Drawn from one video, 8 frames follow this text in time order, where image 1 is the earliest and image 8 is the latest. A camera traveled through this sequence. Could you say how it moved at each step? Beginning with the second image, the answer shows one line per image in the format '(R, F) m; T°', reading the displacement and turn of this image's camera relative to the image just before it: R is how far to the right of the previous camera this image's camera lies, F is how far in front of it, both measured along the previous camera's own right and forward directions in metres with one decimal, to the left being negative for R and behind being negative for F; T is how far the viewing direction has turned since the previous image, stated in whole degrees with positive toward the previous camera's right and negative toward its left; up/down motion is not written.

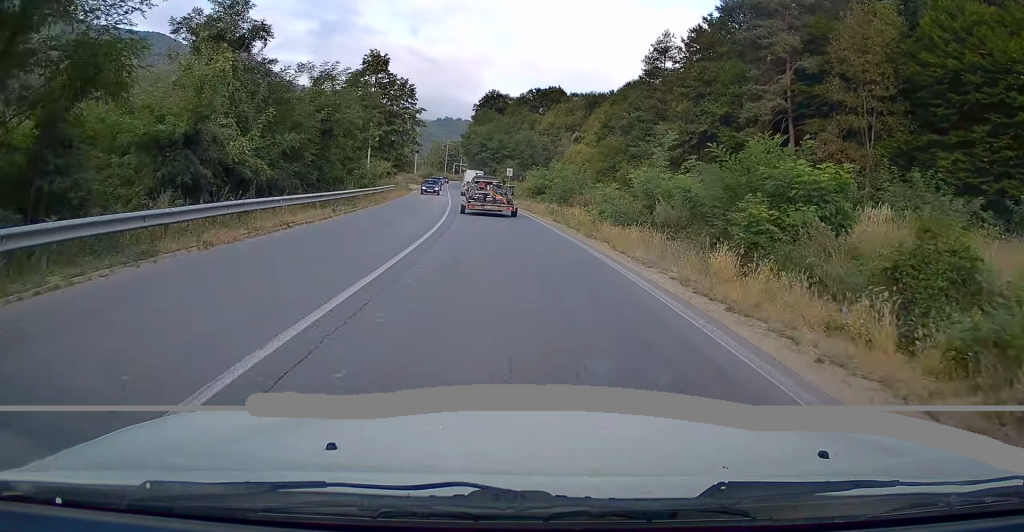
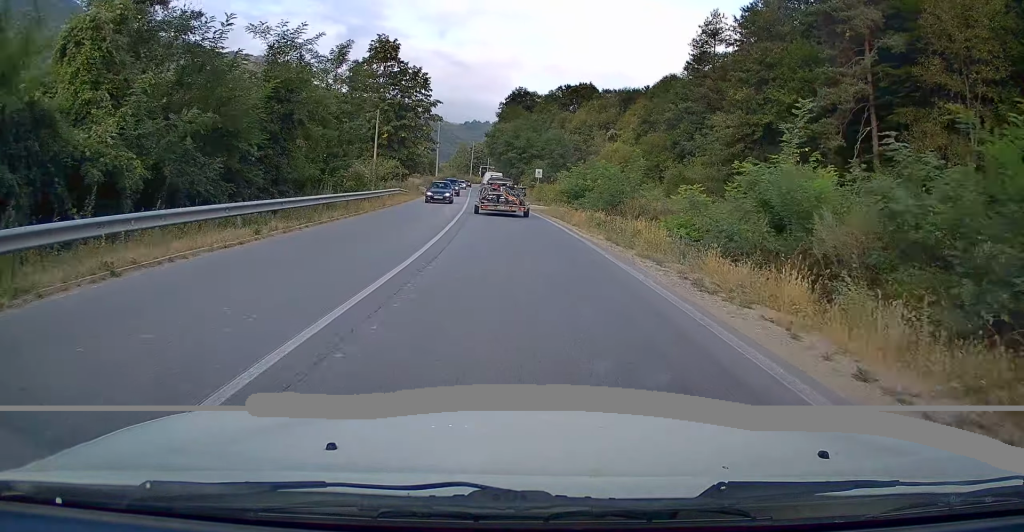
(-0.1, +9.1) m; -2°
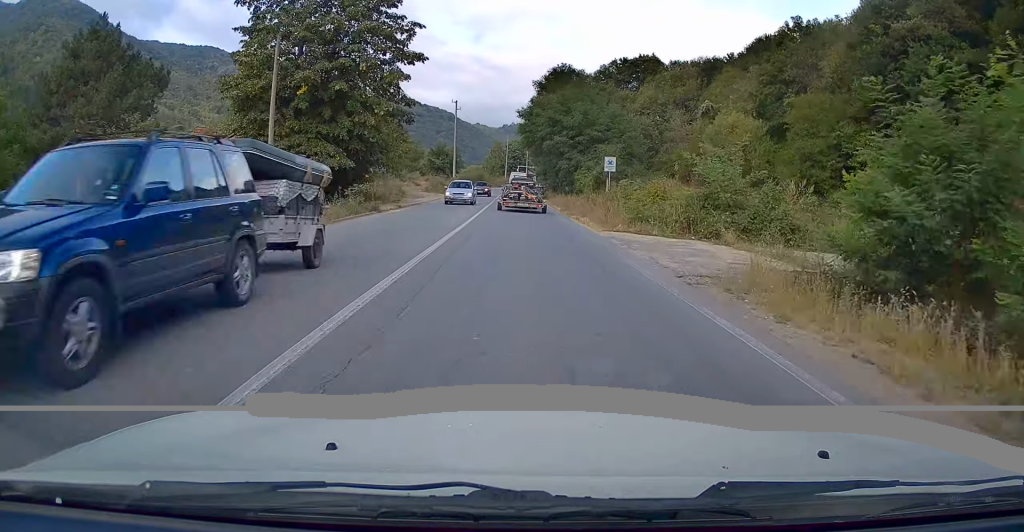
(-2.3, +30.5) m; -8°
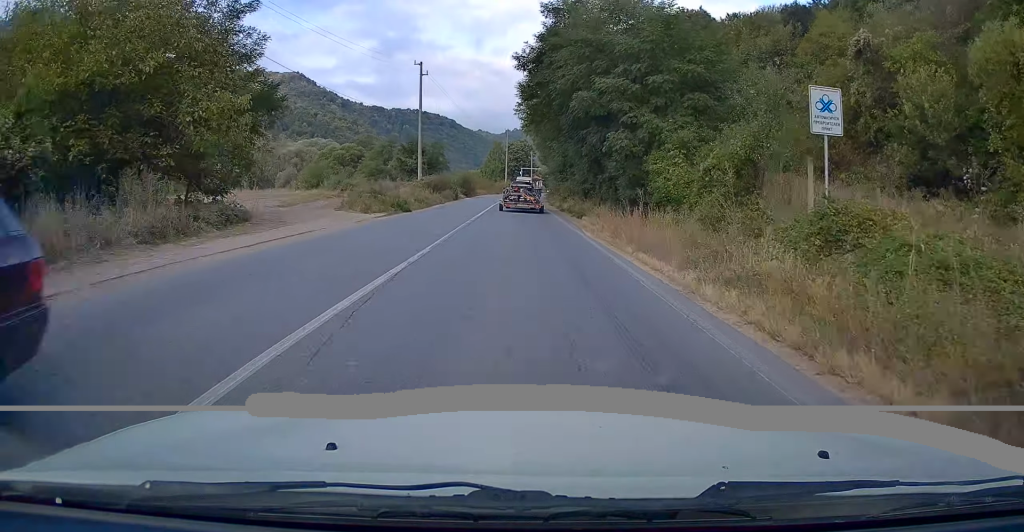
(0.0, +30.3) m; 0°
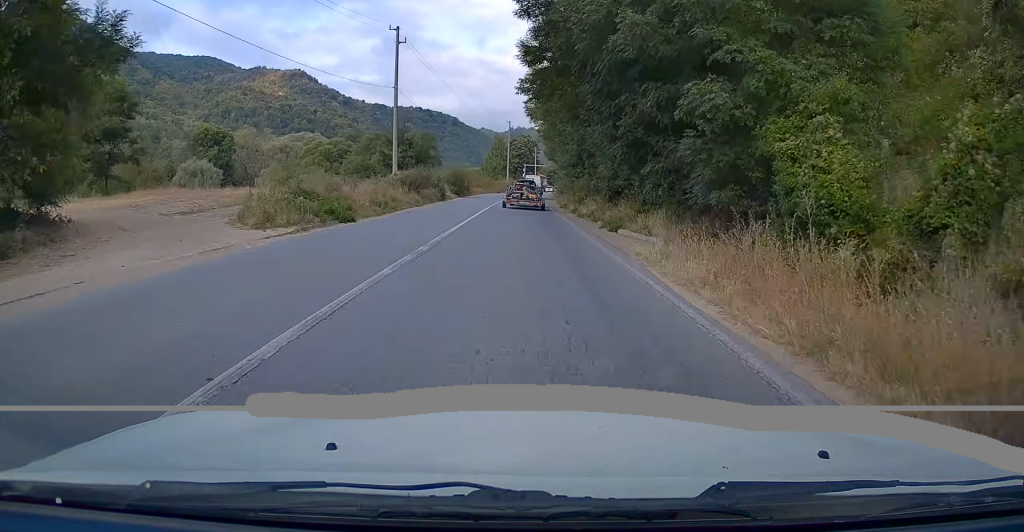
(0.0, +11.5) m; 0°
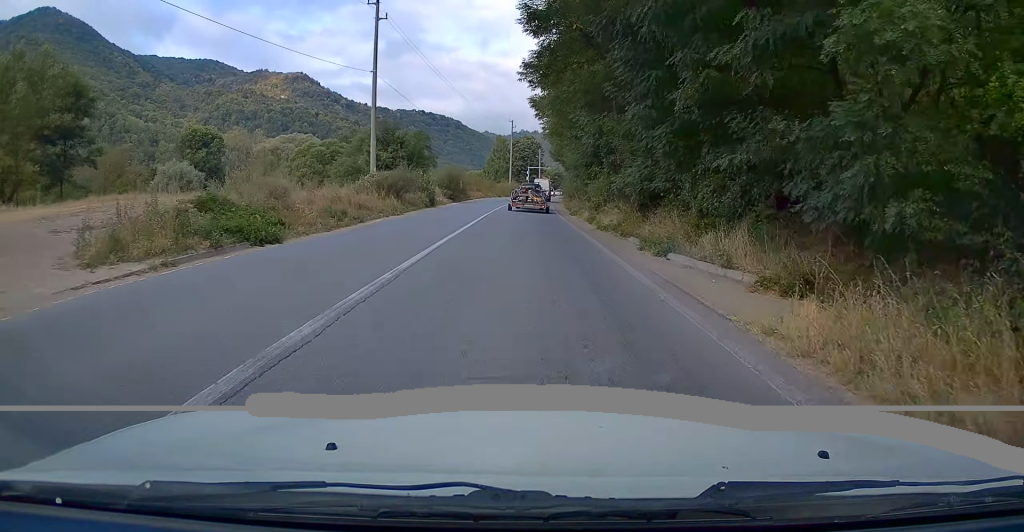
(0.0, +7.1) m; 0°
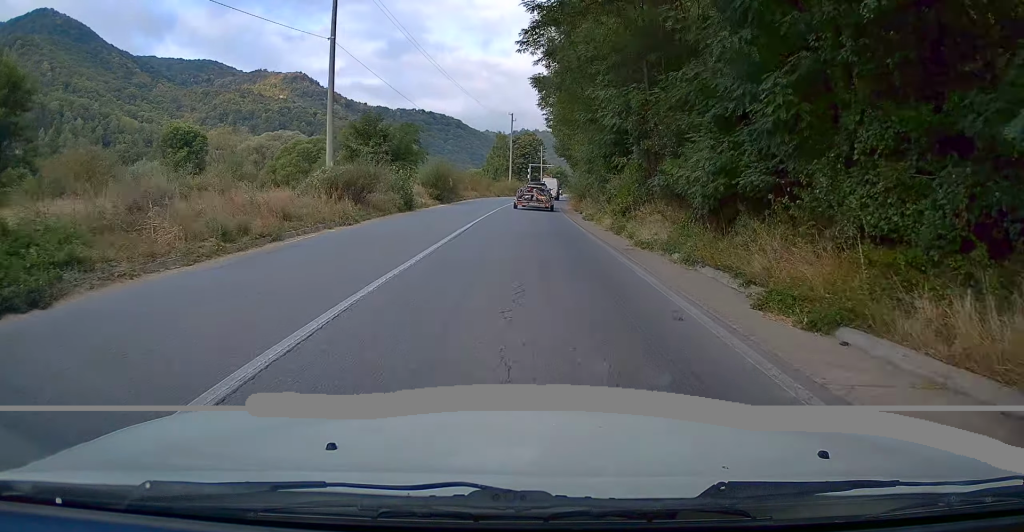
(0.0, +8.0) m; 0°
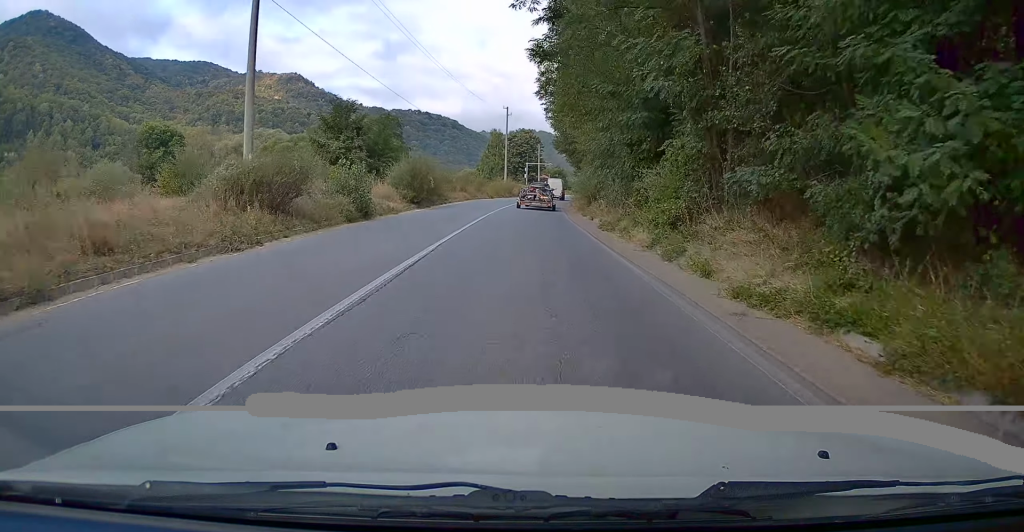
(0.0, +8.0) m; 0°
